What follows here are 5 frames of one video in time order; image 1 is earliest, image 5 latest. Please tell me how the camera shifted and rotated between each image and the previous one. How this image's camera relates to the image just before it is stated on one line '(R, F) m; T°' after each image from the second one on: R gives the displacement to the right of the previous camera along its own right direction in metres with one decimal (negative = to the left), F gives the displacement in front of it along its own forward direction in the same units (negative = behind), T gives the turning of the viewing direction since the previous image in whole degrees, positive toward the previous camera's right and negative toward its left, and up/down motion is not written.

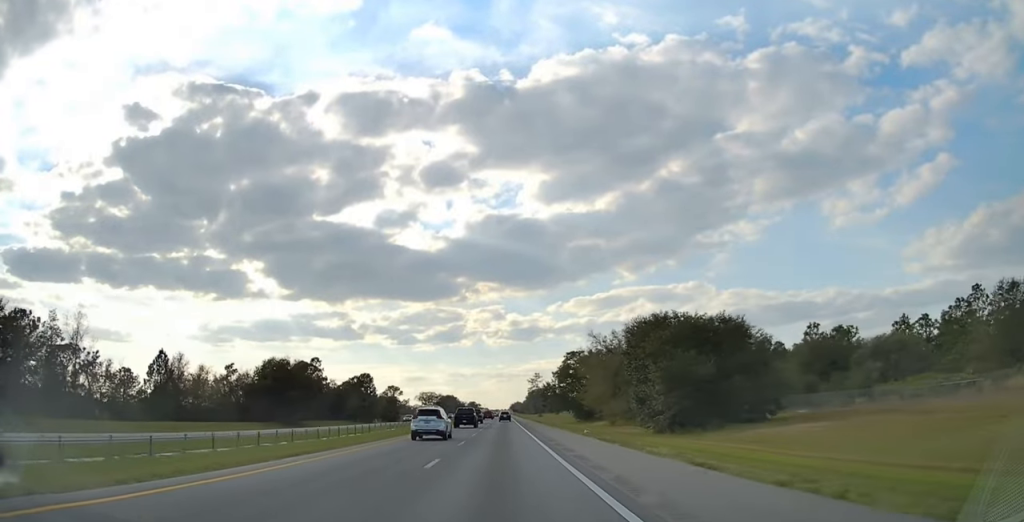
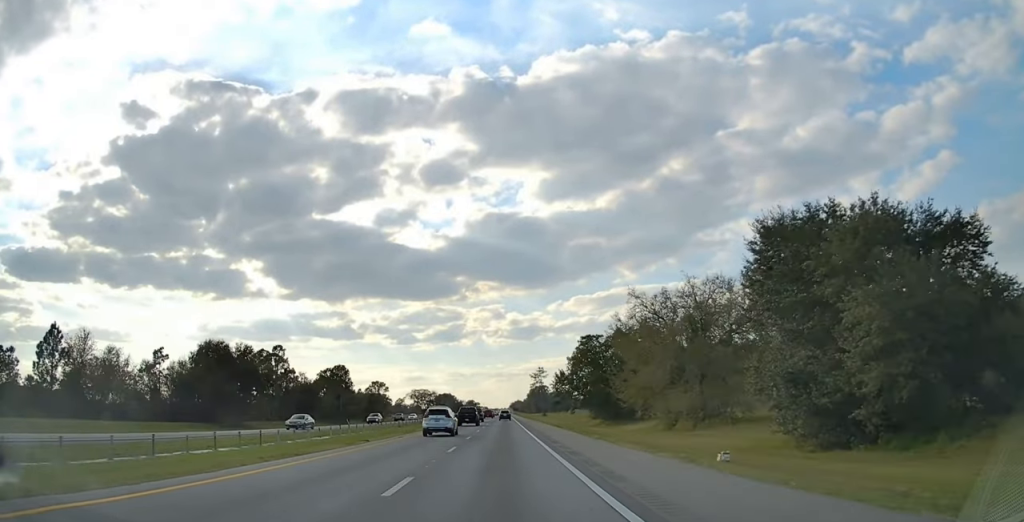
(0.0, +30.3) m; 0°
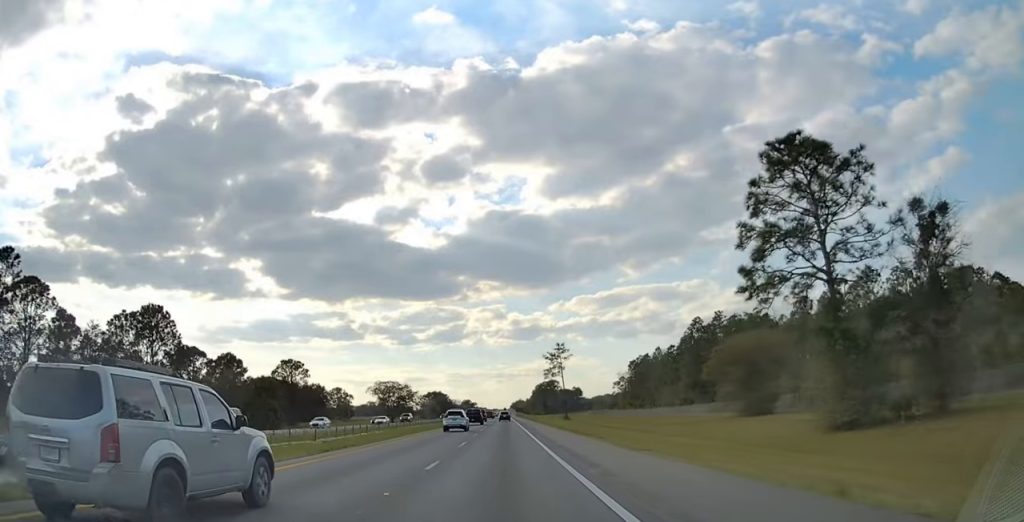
(+0.2, +91.9) m; 0°
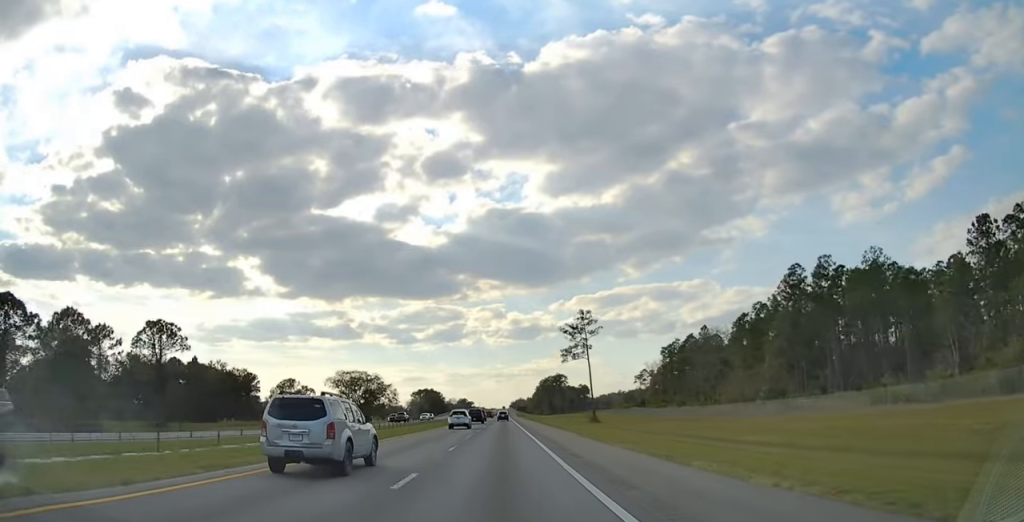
(+0.1, +53.2) m; 0°
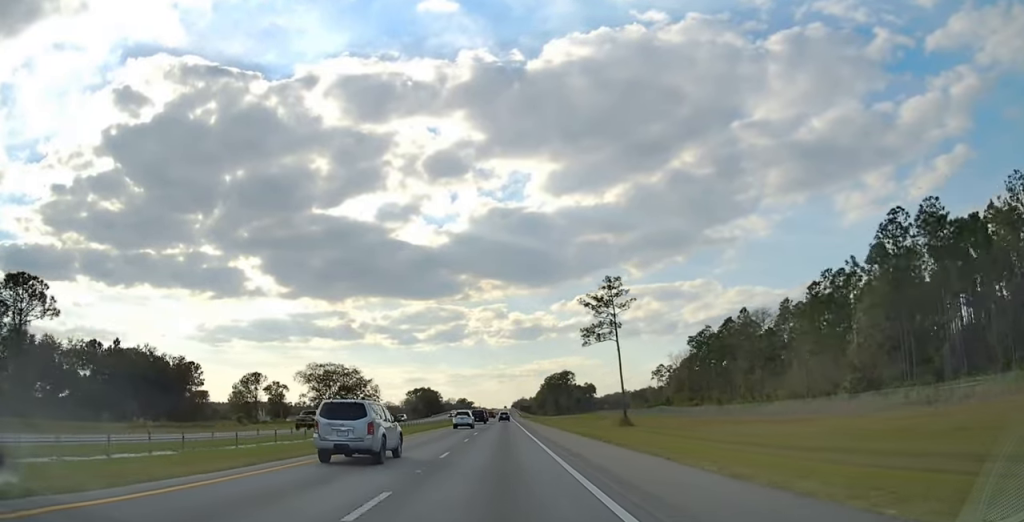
(0.0, +28.2) m; 0°
